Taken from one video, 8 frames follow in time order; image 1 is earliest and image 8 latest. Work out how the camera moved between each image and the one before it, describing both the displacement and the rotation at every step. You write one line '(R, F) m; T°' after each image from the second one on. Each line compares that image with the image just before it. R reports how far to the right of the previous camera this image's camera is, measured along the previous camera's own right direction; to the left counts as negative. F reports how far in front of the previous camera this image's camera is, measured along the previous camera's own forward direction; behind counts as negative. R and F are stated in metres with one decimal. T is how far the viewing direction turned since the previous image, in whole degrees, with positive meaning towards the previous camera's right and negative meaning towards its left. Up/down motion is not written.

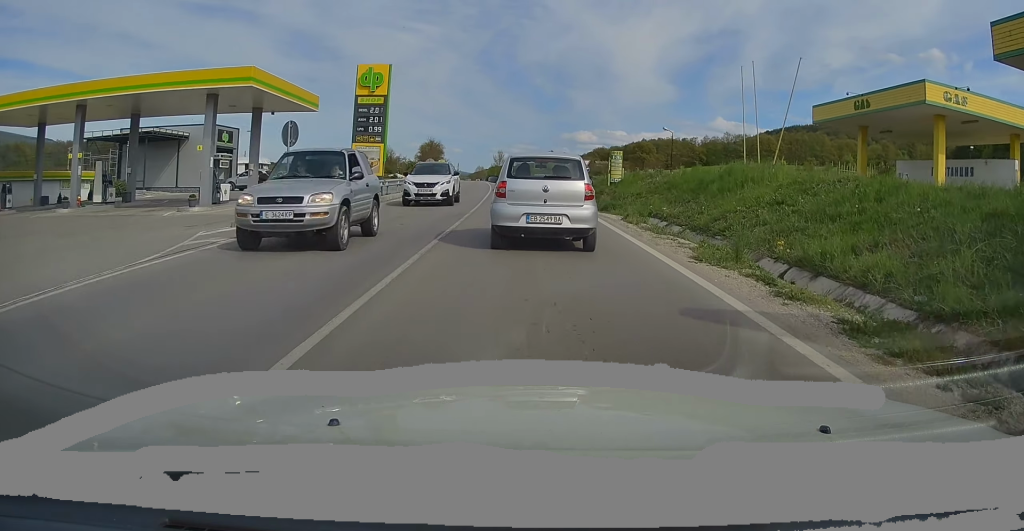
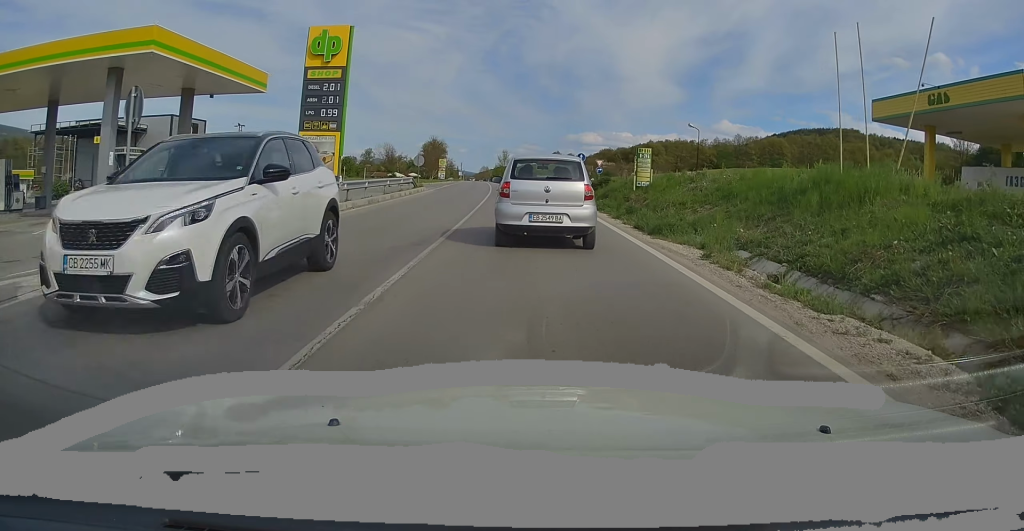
(0.0, +7.7) m; 0°
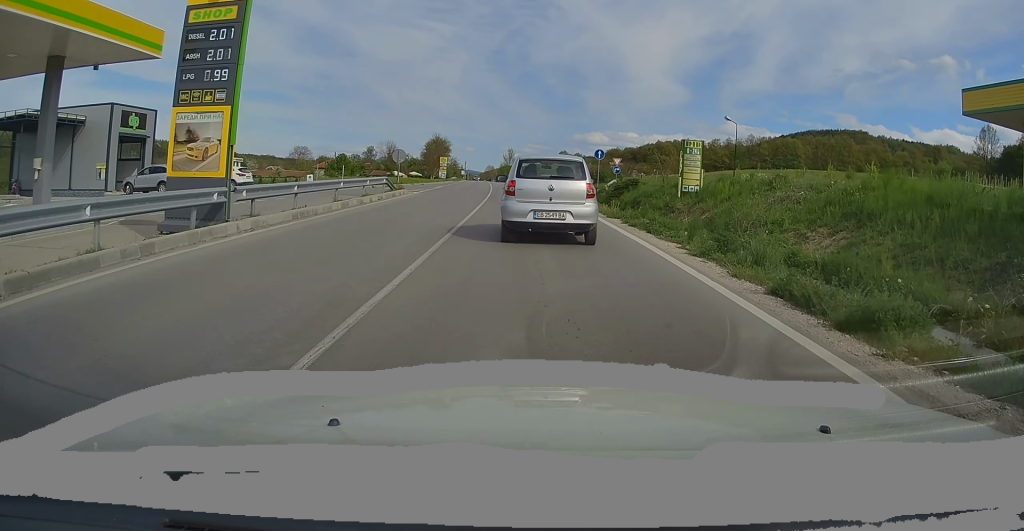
(0.0, +8.6) m; 0°
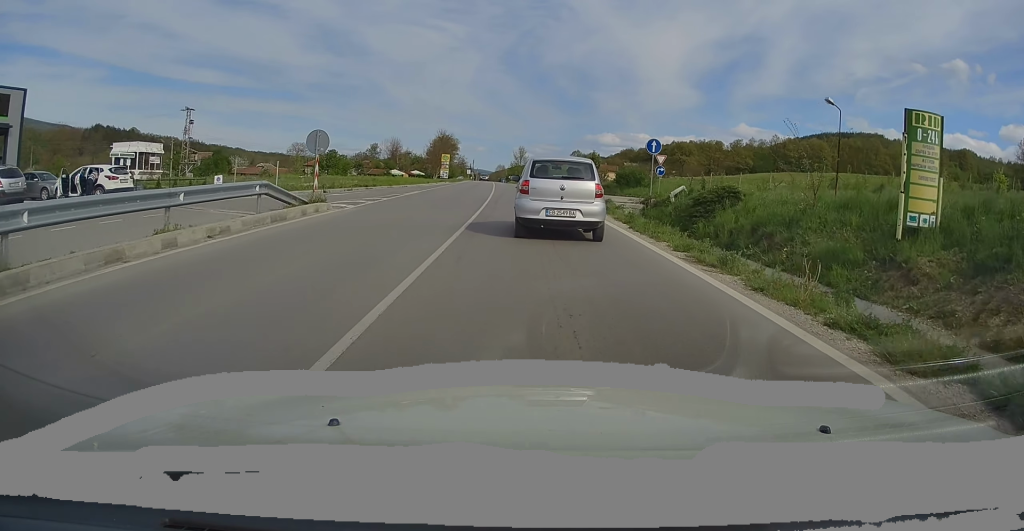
(-0.2, +14.9) m; -3°
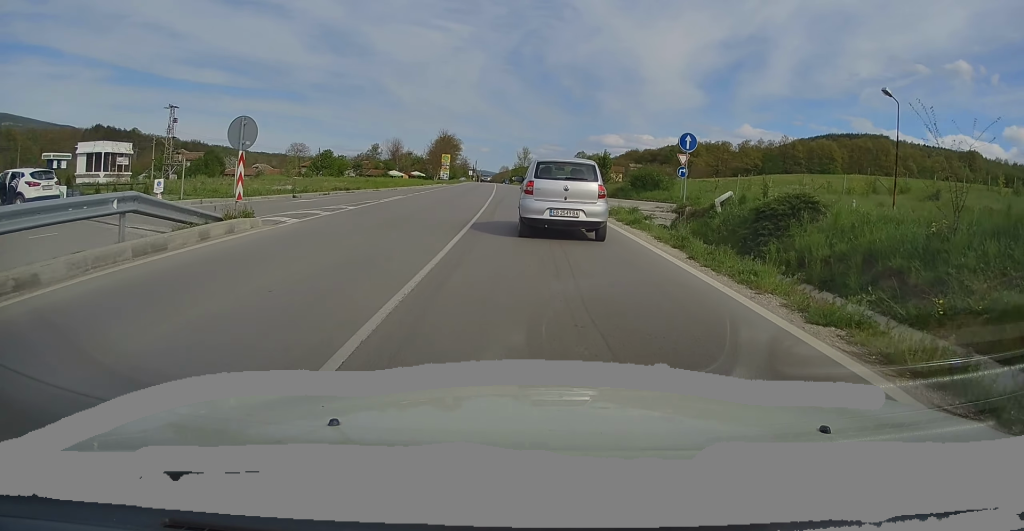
(-0.1, +5.4) m; 0°
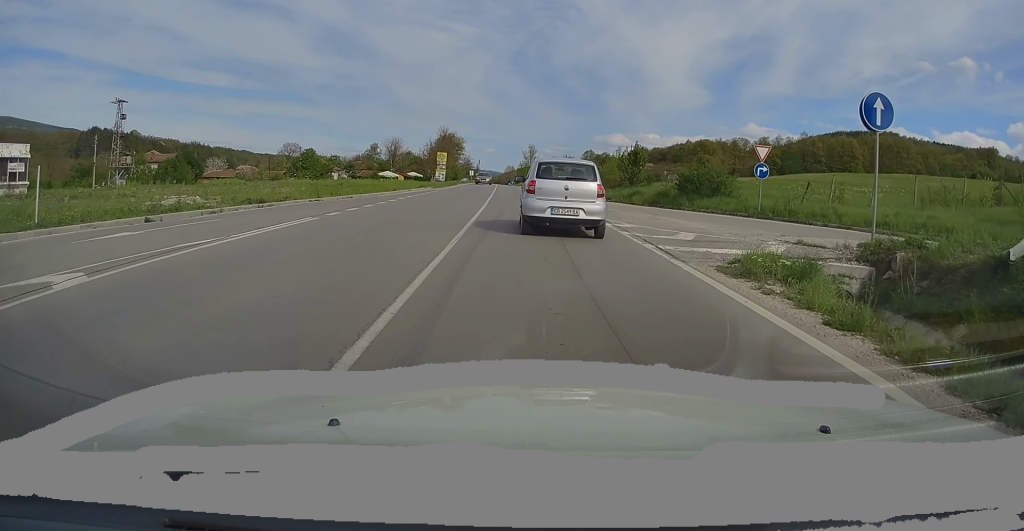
(-0.1, +13.0) m; +2°
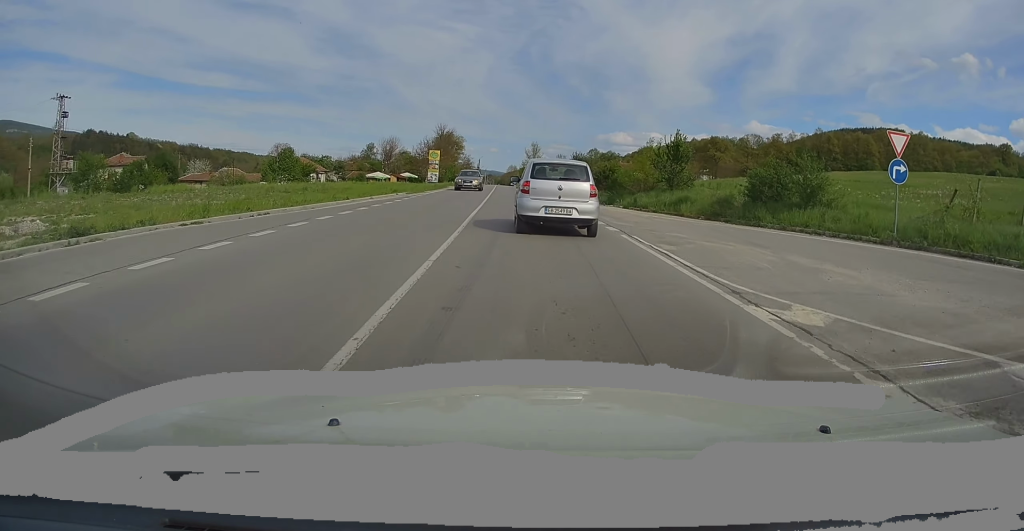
(+0.4, +10.8) m; 0°
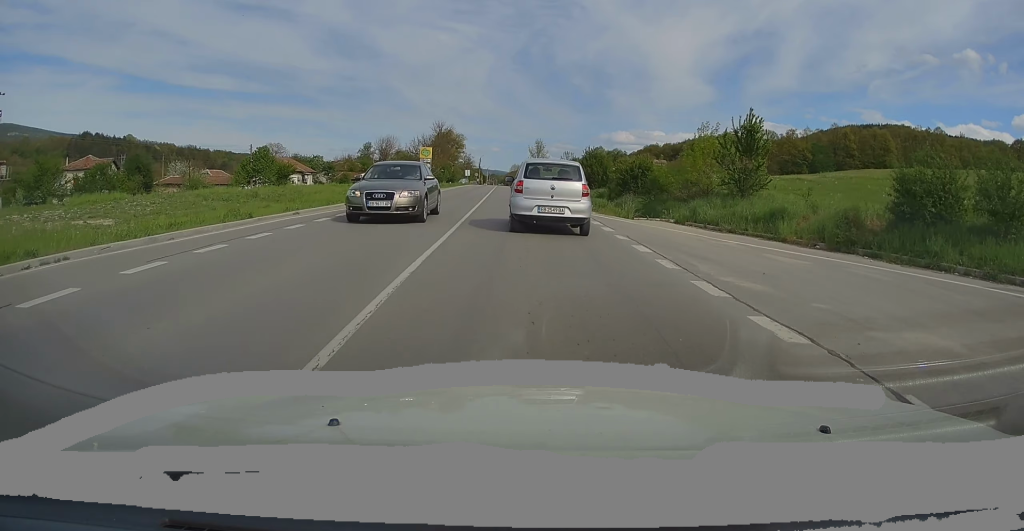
(-0.3, +10.2) m; -2°
